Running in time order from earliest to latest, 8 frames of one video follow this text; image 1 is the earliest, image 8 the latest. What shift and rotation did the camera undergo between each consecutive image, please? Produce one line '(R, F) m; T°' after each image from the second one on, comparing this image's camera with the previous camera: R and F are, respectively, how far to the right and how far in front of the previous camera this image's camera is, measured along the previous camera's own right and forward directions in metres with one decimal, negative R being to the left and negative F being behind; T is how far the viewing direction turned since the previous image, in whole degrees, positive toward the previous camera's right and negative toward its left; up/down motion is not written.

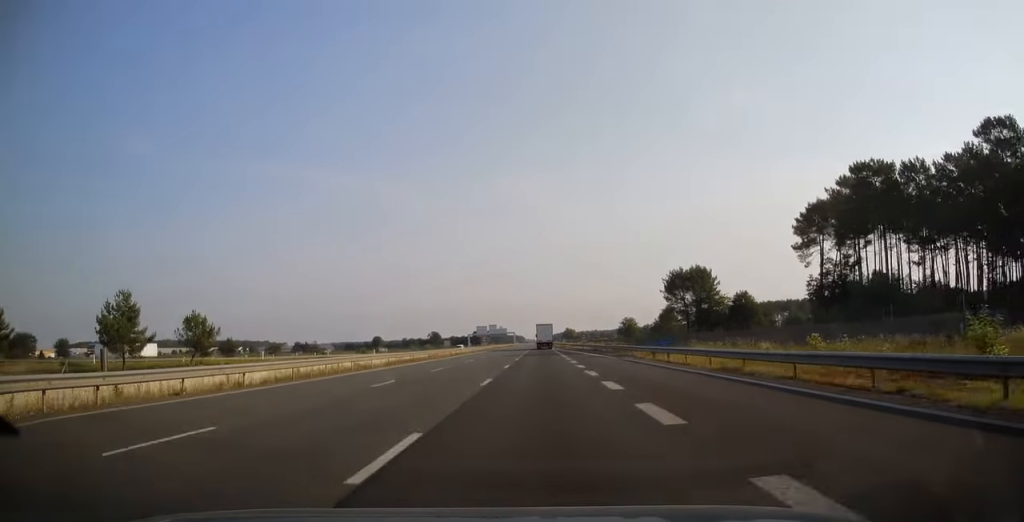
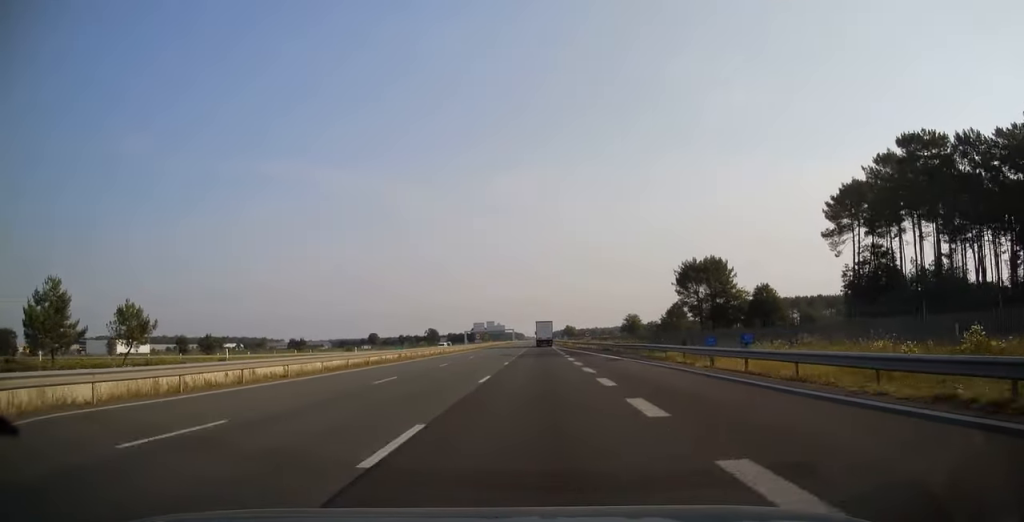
(0.0, +12.4) m; 0°
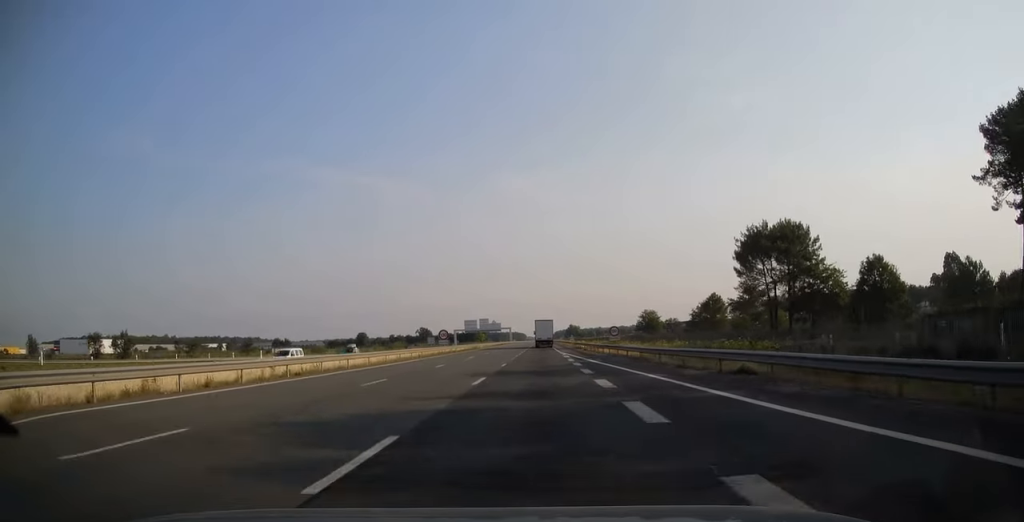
(+0.1, +40.0) m; 0°
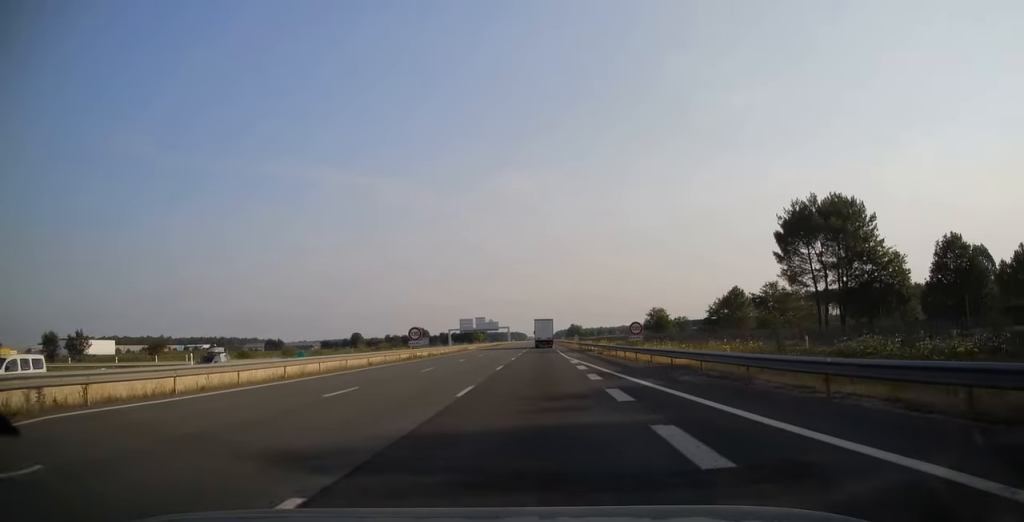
(0.0, +16.2) m; 0°
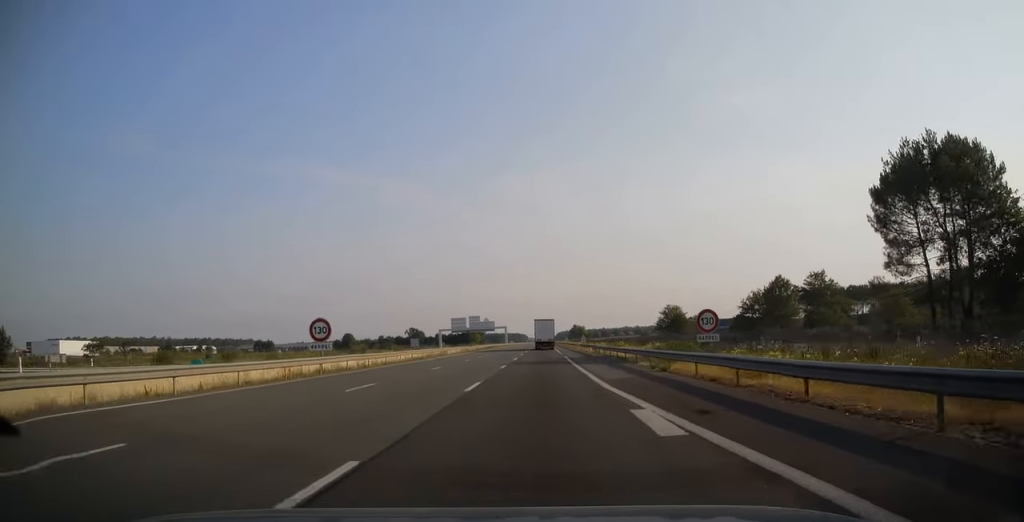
(+0.1, +24.1) m; 0°
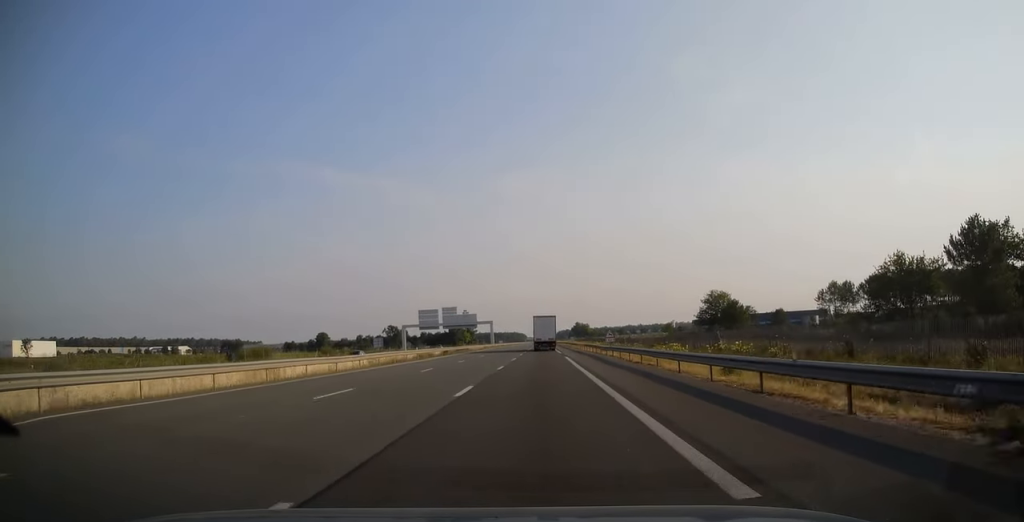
(0.0, +53.6) m; 0°
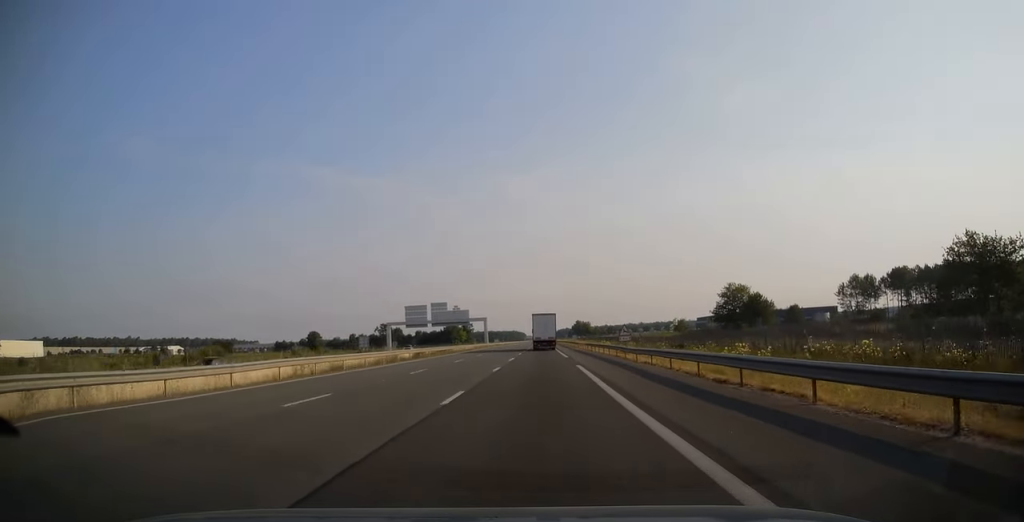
(0.0, +14.8) m; 0°
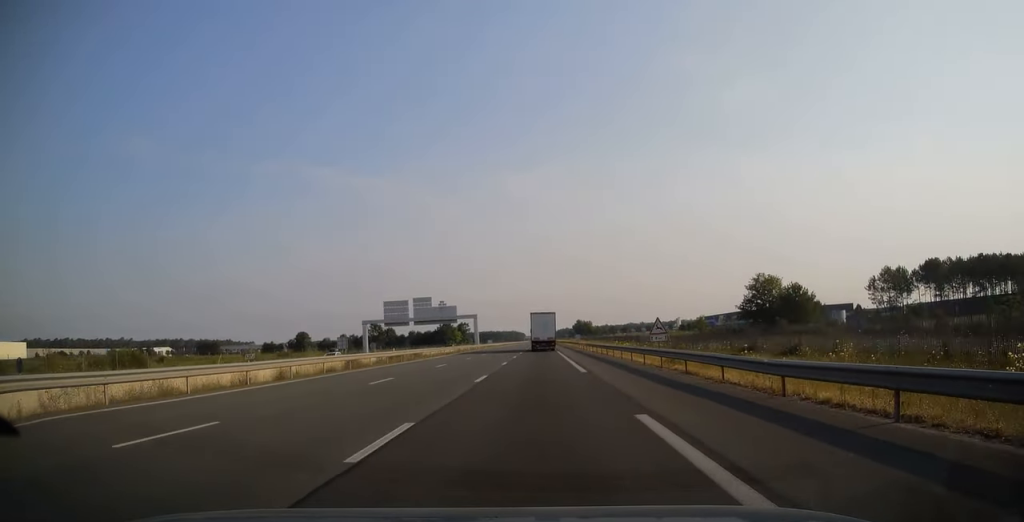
(0.0, +18.7) m; 0°
